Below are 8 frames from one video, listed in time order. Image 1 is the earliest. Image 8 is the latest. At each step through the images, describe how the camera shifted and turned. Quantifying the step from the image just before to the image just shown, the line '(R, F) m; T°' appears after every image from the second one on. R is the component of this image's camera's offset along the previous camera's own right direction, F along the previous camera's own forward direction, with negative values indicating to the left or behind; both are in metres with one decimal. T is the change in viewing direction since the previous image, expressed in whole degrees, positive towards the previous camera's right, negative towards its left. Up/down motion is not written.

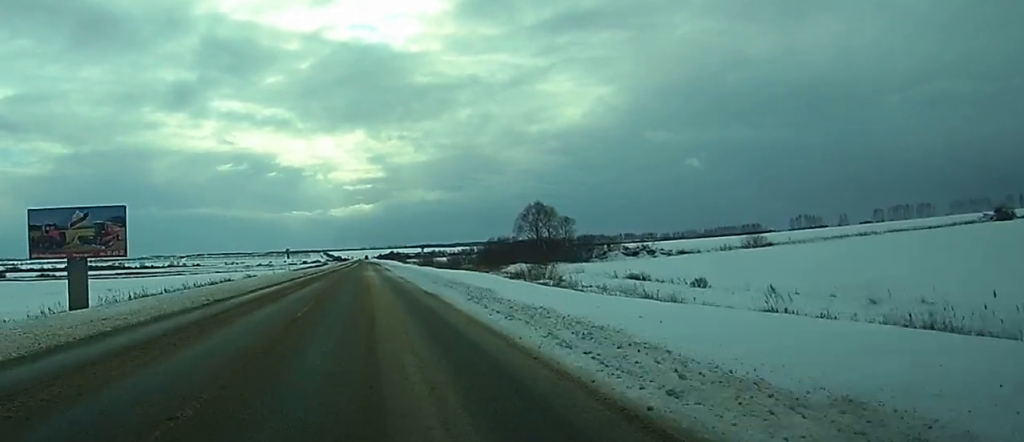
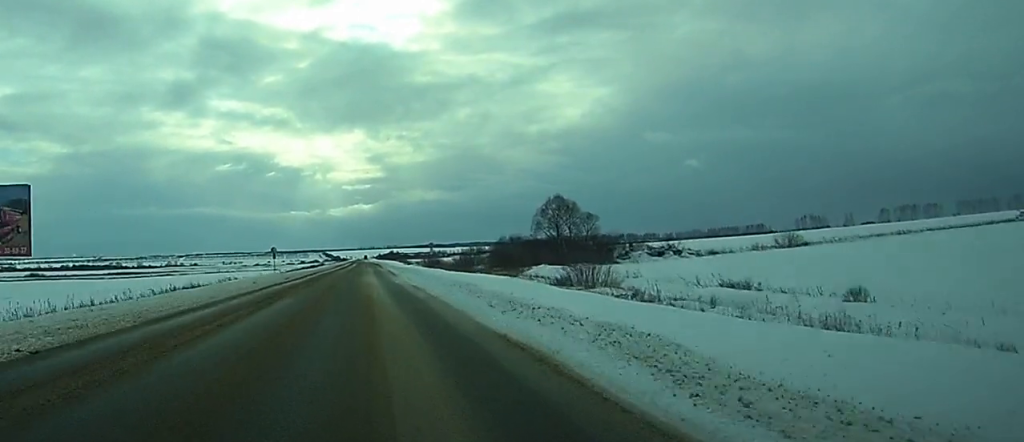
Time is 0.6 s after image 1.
(0.0, +15.0) m; 0°
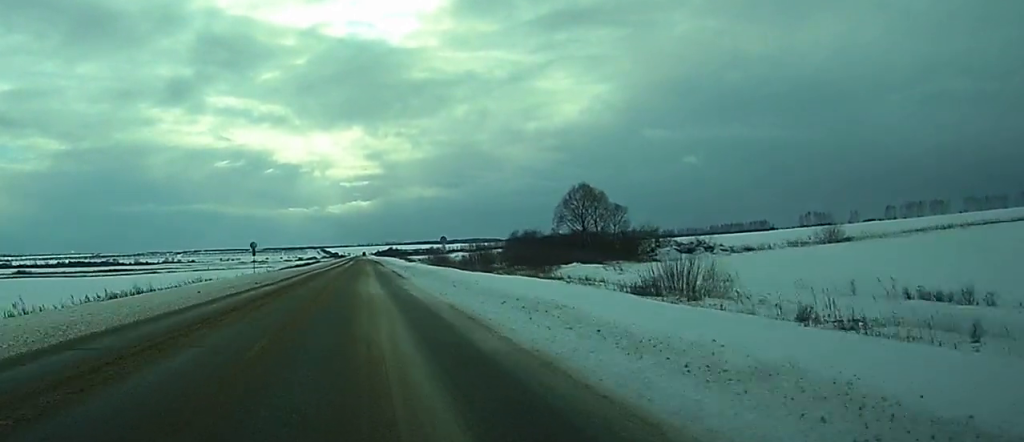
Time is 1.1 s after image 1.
(0.0, +15.0) m; 0°
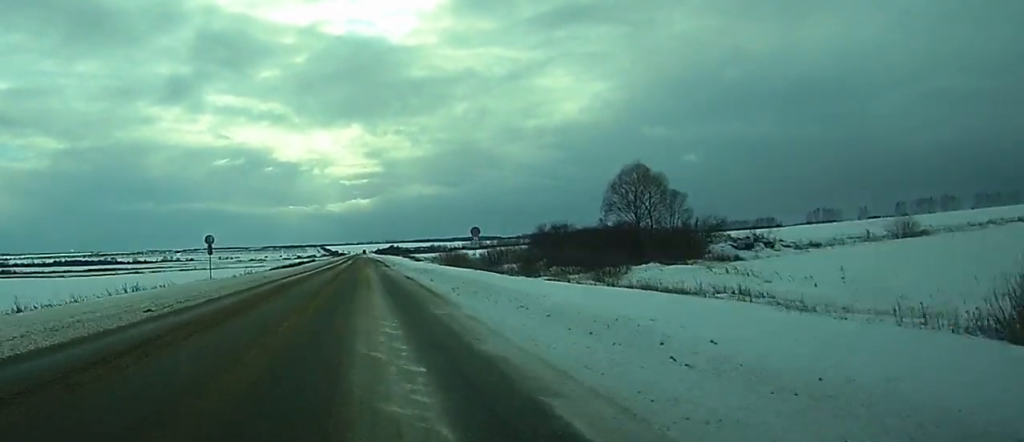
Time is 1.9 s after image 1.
(0.0, +21.1) m; 0°
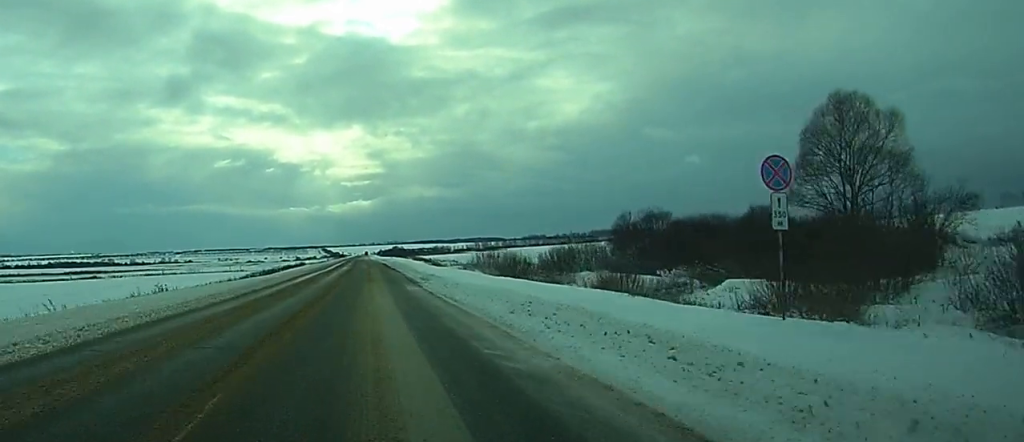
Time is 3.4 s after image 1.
(0.0, +38.7) m; 0°
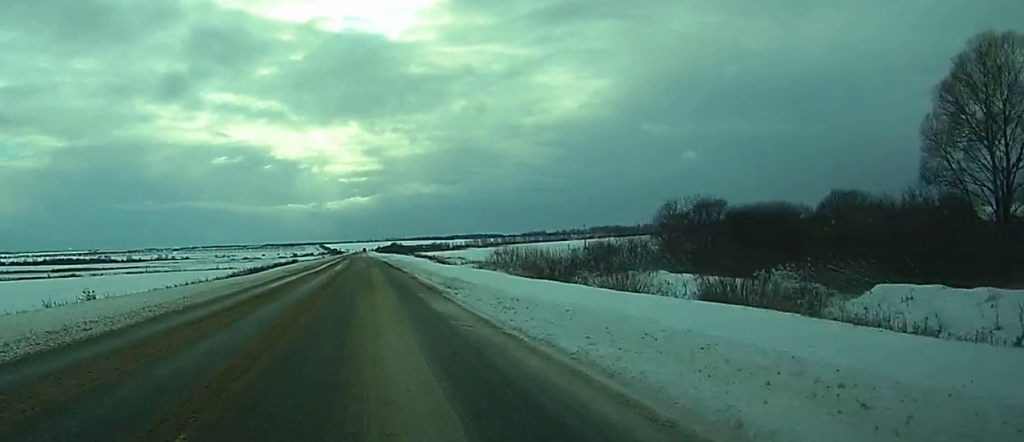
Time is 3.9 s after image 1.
(0.0, +13.2) m; 0°
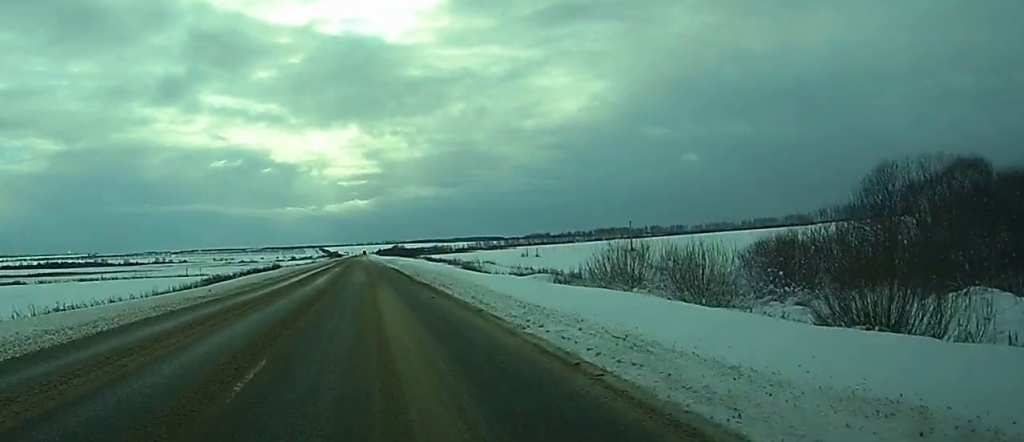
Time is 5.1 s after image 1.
(+0.1, +31.0) m; 0°
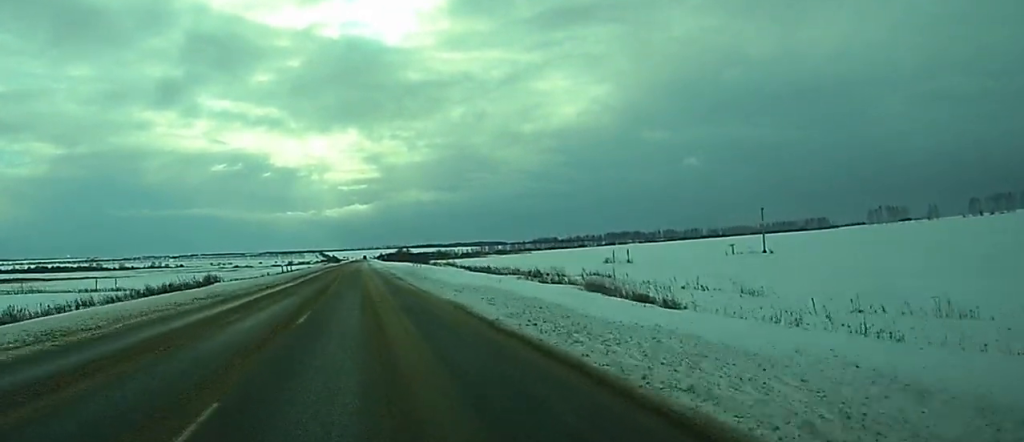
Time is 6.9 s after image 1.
(-0.4, +50.2) m; -1°
